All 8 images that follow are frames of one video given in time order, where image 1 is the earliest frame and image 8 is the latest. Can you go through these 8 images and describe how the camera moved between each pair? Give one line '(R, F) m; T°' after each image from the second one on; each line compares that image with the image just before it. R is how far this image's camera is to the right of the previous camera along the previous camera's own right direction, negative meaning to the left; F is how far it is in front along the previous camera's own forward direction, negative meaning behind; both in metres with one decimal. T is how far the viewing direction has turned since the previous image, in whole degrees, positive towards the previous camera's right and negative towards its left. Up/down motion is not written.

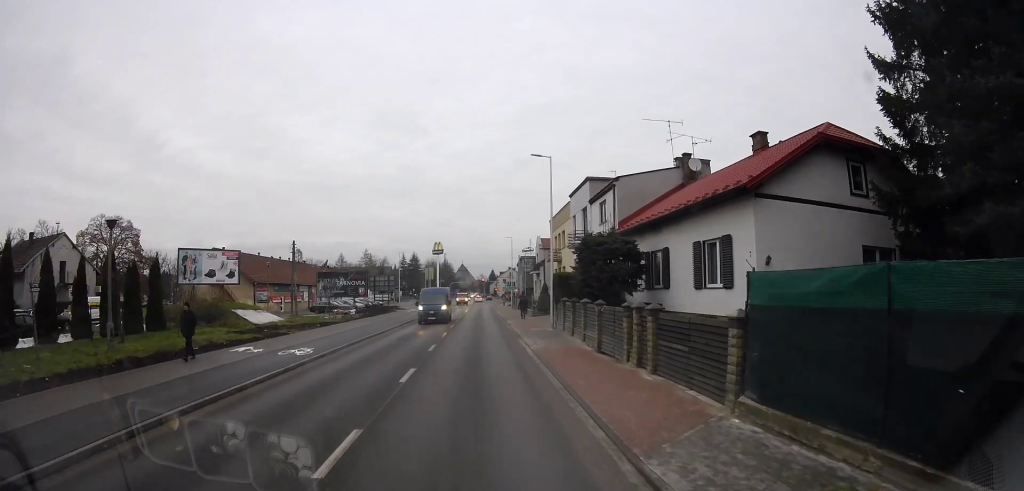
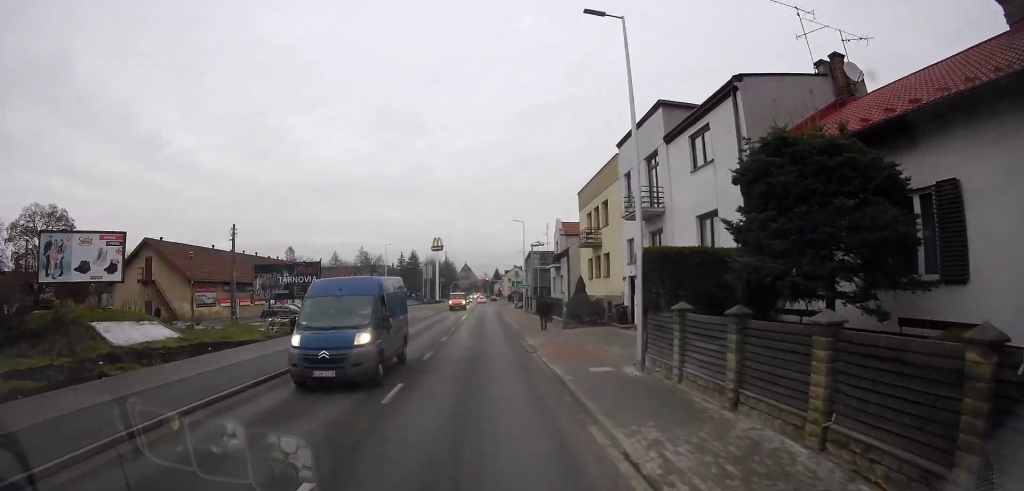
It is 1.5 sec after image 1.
(+0.3, +14.4) m; +1°
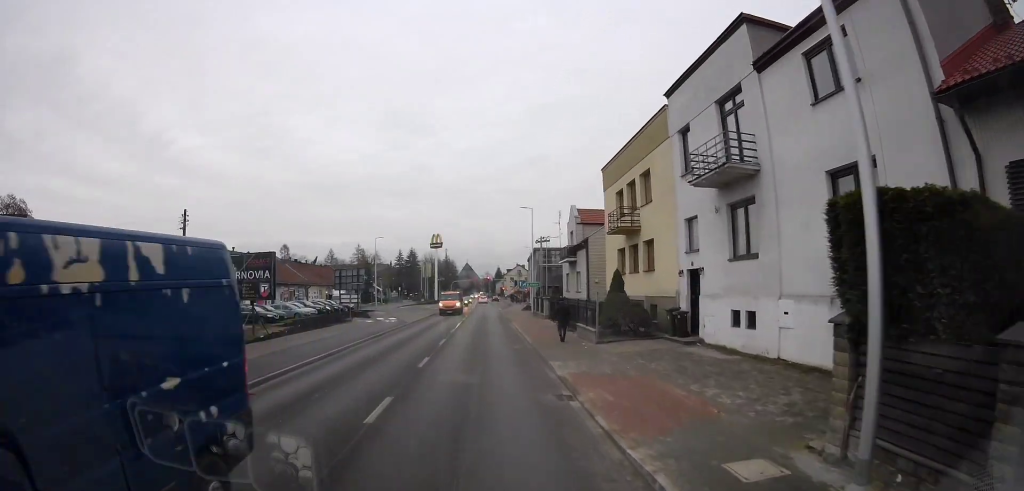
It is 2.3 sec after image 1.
(0.0, +7.6) m; 0°
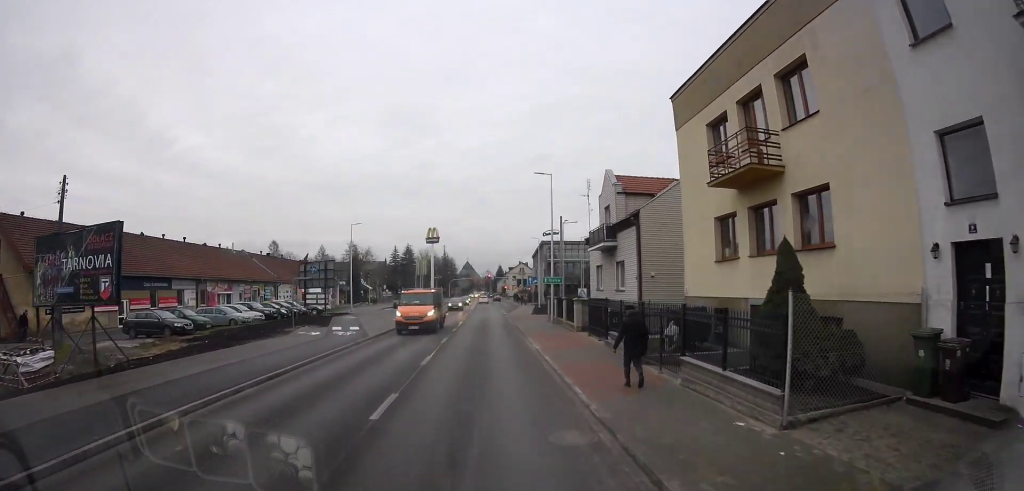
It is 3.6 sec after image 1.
(0.0, +11.6) m; 0°
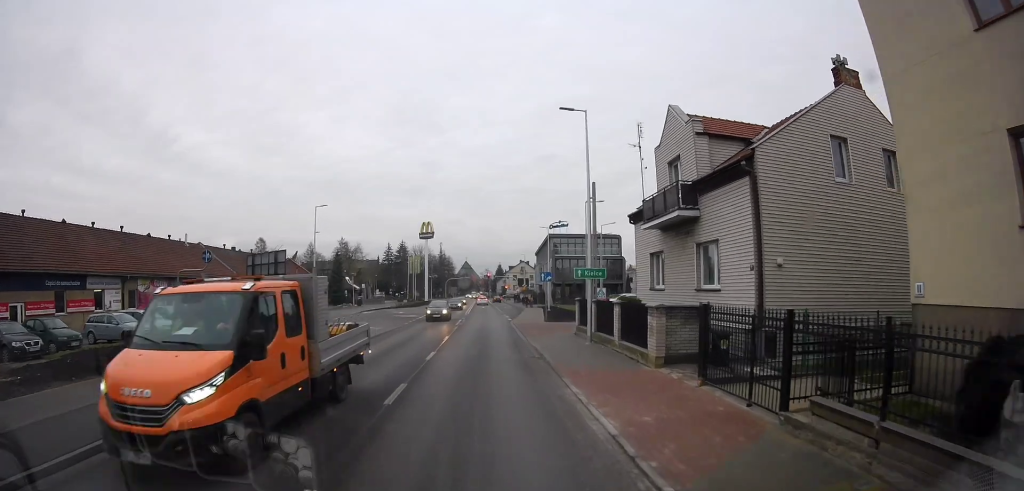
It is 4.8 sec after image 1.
(0.0, +10.9) m; 0°
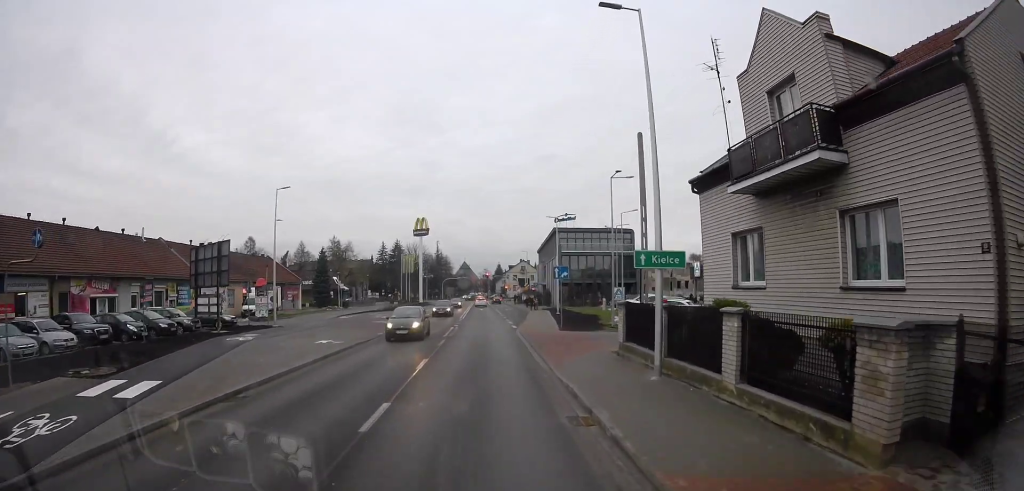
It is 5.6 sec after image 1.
(0.0, +7.9) m; -3°
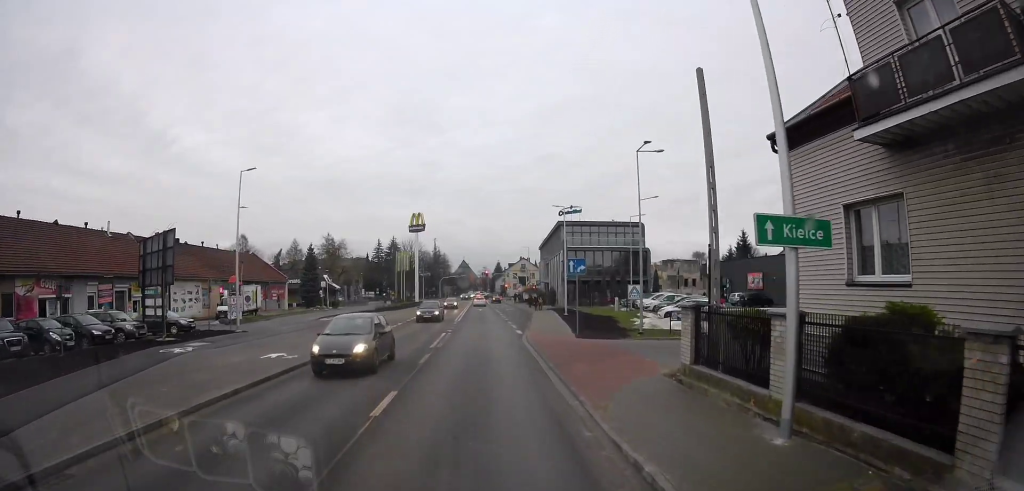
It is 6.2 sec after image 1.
(+0.2, +4.9) m; -3°
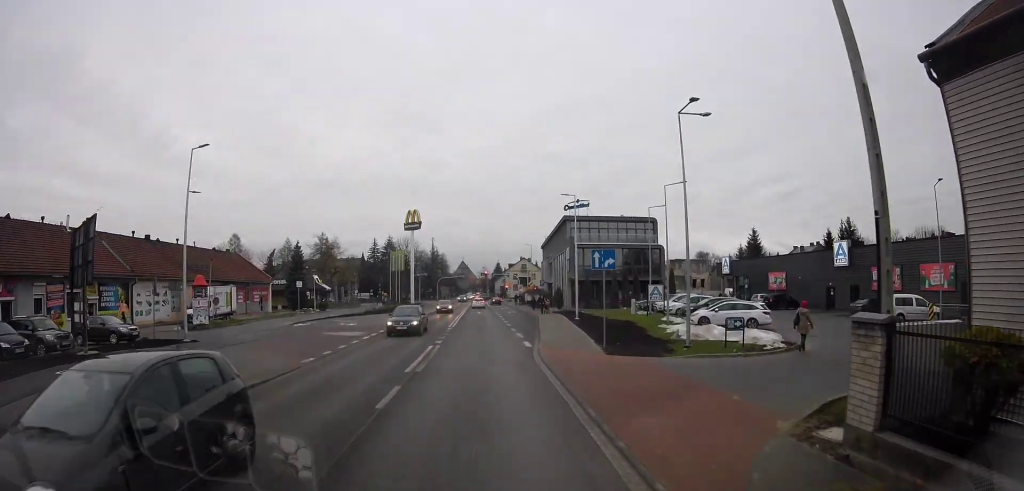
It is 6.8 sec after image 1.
(-0.5, +5.5) m; 0°
